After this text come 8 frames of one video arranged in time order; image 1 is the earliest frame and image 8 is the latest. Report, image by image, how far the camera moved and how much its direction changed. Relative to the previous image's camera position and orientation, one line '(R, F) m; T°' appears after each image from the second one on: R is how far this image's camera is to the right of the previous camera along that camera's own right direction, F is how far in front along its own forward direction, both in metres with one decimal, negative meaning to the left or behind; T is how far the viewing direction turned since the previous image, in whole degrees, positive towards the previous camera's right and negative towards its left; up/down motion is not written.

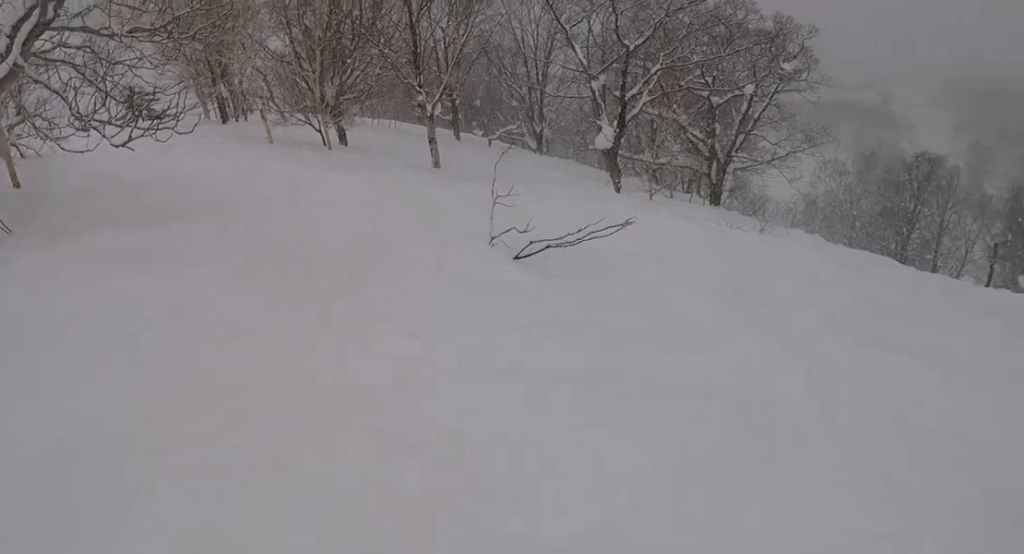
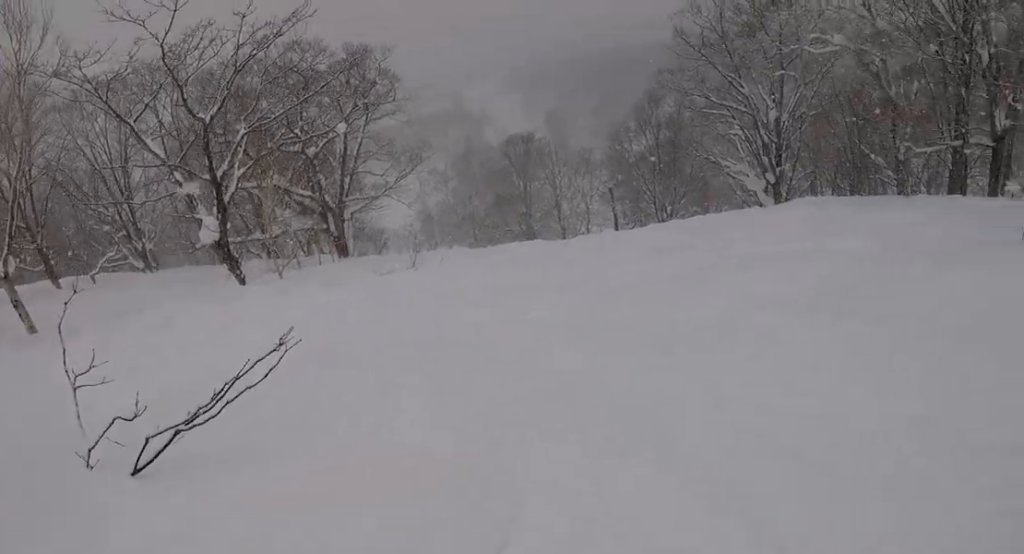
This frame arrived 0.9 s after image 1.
(+0.3, +2.4) m; +17°
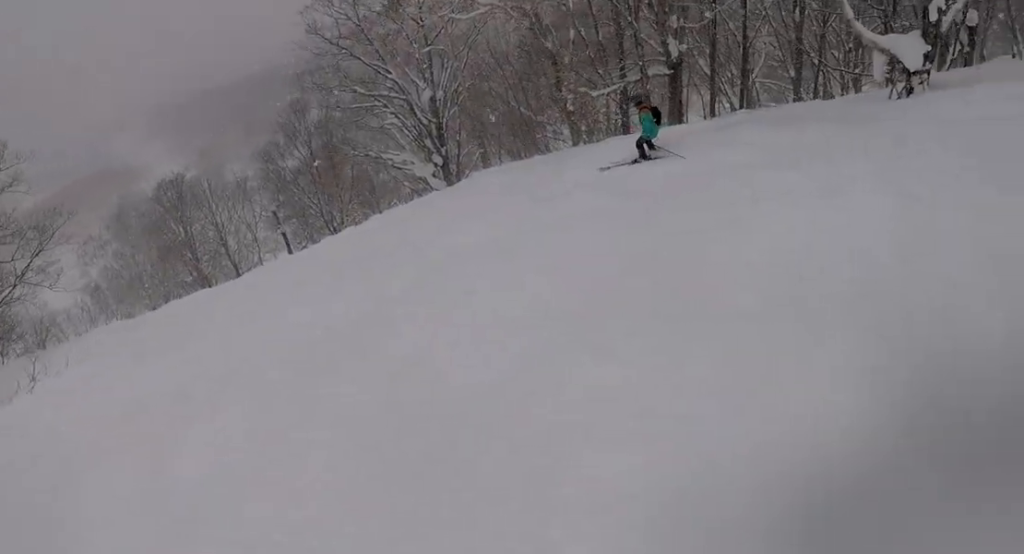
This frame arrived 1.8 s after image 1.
(+0.4, +2.5) m; +15°
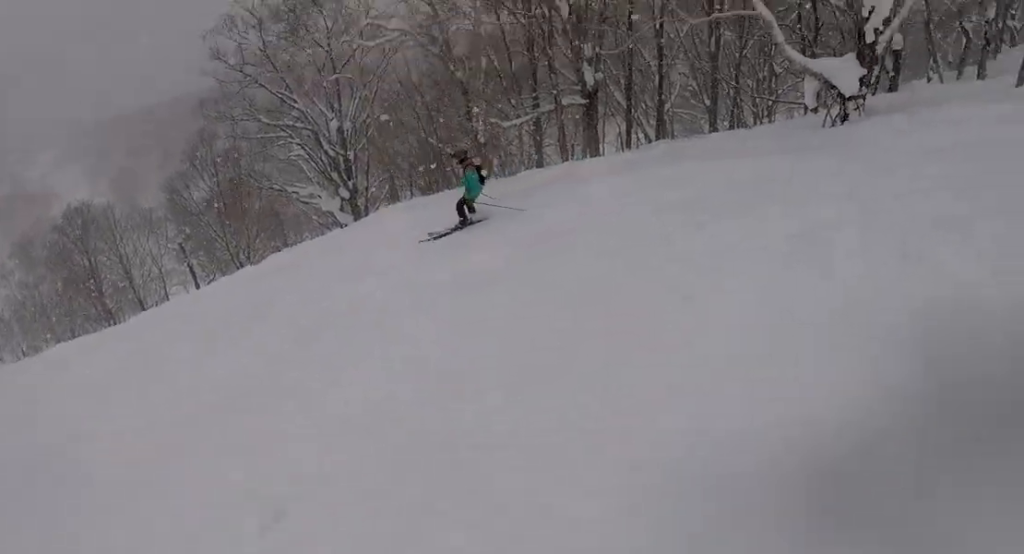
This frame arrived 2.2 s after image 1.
(+0.1, +1.3) m; +4°
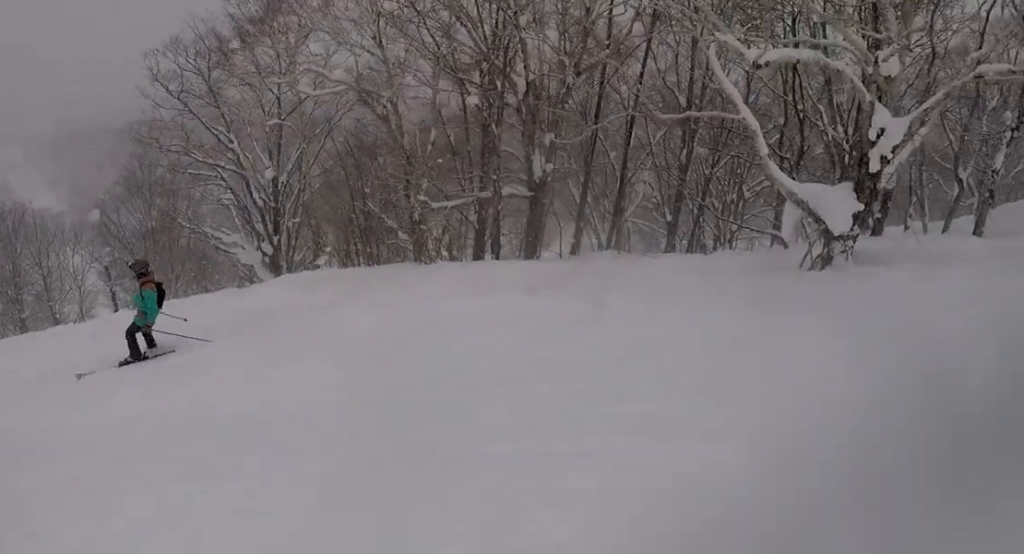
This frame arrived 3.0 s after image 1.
(+0.1, +2.3) m; +3°
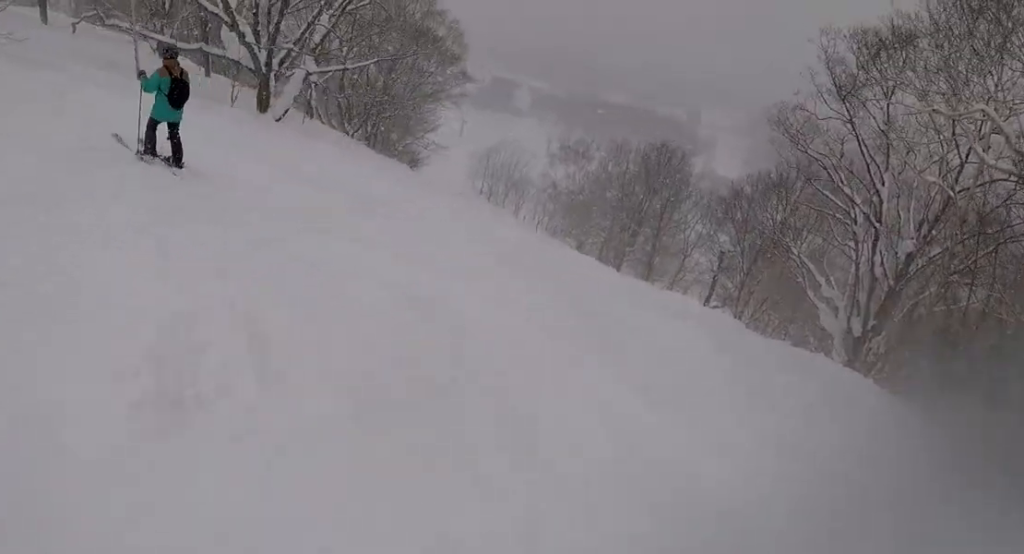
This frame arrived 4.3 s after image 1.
(0.0, +3.9) m; -13°
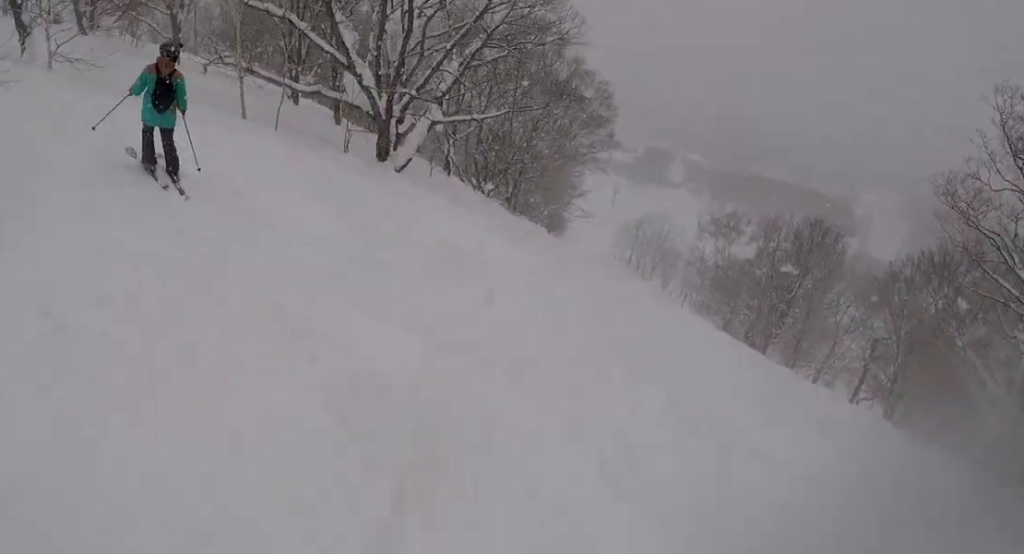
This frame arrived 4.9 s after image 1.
(-0.1, +1.3) m; -12°
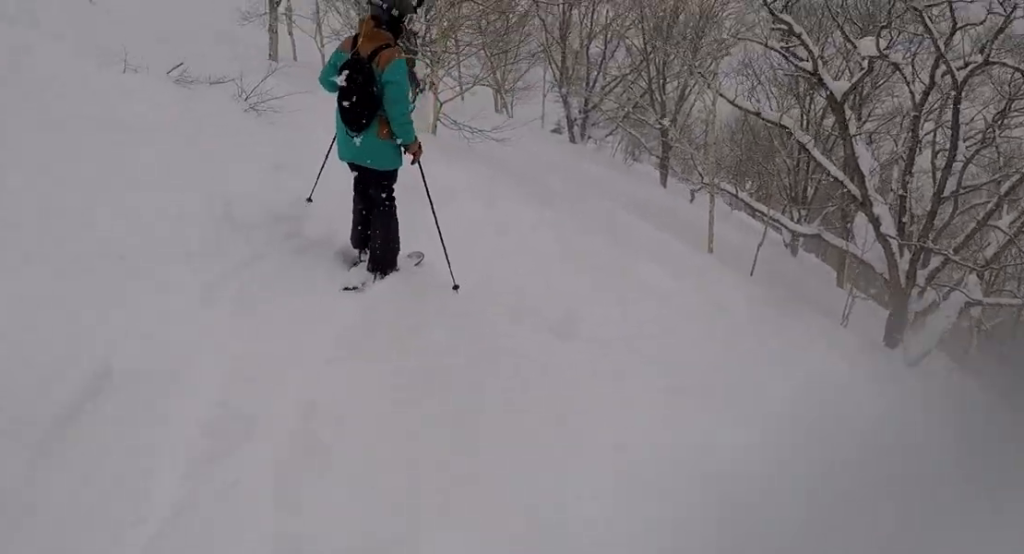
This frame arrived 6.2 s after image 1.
(-1.0, +2.8) m; -35°
